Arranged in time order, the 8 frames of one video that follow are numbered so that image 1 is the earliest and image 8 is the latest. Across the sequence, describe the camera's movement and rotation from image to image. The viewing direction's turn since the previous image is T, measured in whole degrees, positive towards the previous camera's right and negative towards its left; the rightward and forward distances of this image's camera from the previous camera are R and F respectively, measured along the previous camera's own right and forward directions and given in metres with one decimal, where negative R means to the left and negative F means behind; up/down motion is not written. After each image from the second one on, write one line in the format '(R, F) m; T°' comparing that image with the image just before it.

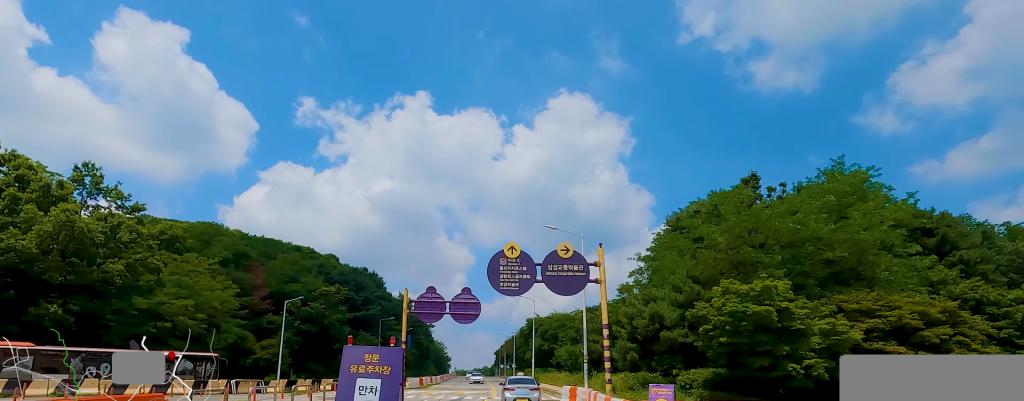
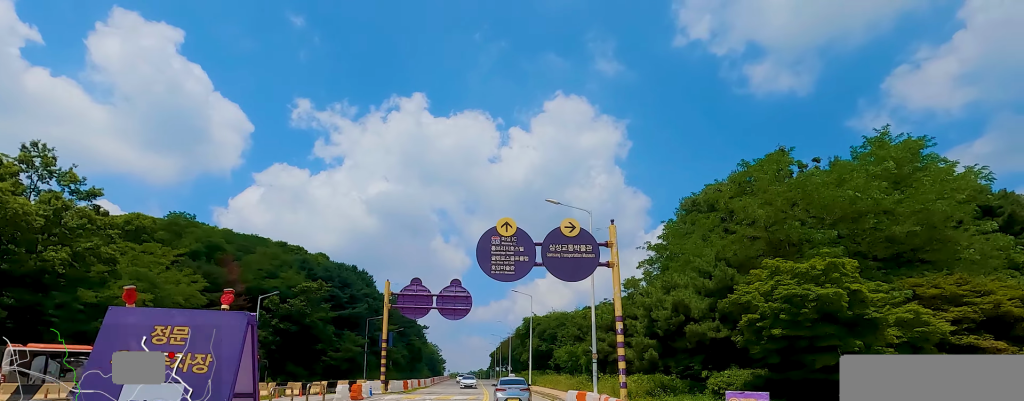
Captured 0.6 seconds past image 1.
(-0.4, +5.3) m; +1°
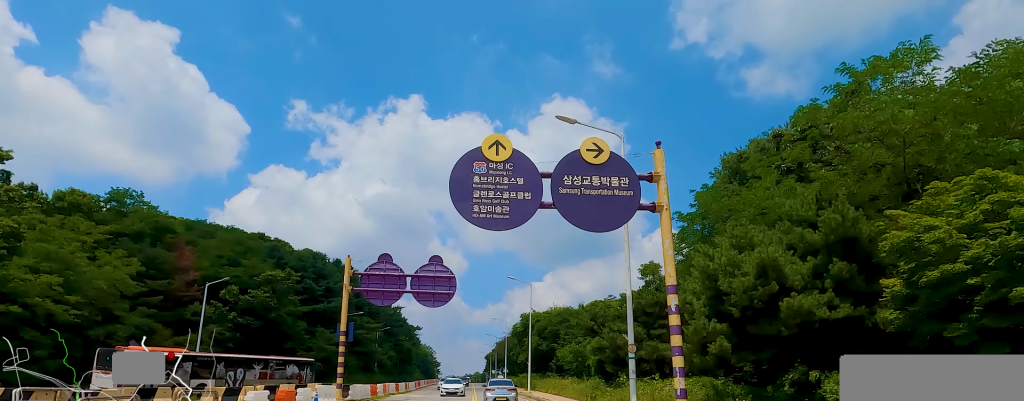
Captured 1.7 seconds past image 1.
(+0.8, +9.2) m; -1°
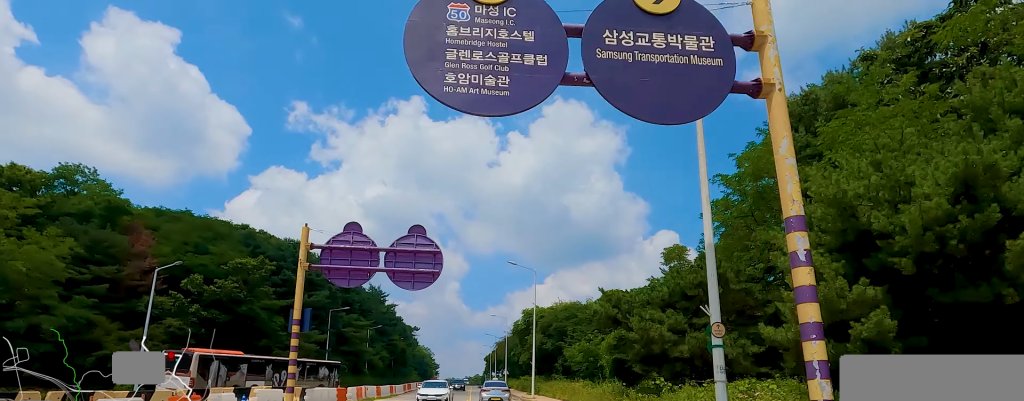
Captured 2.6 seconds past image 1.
(-1.1, +7.1) m; 0°
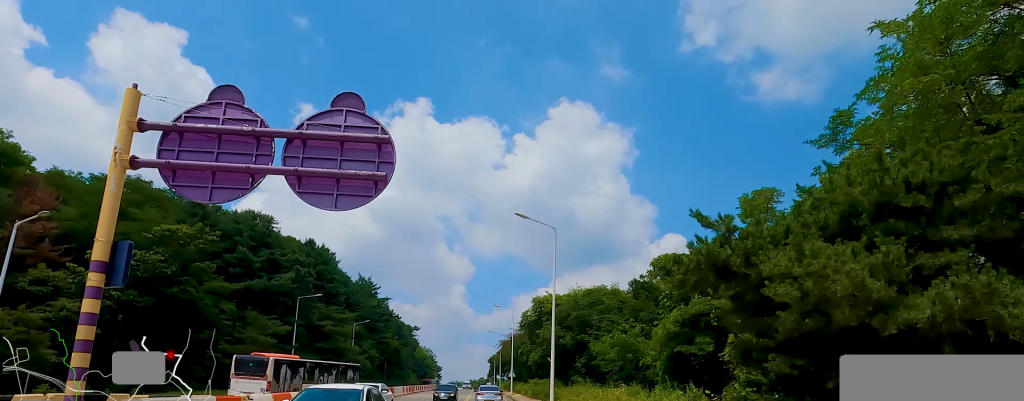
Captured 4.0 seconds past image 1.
(+0.6, +12.6) m; 0°
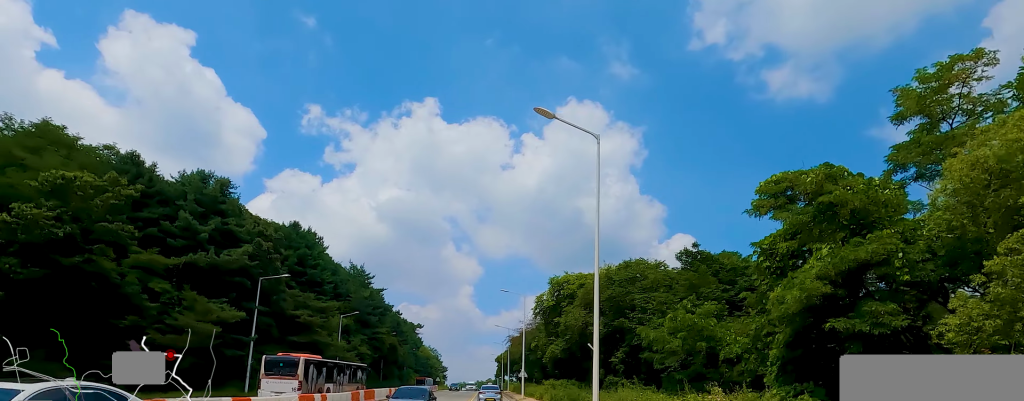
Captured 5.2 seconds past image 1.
(+0.3, +10.9) m; 0°
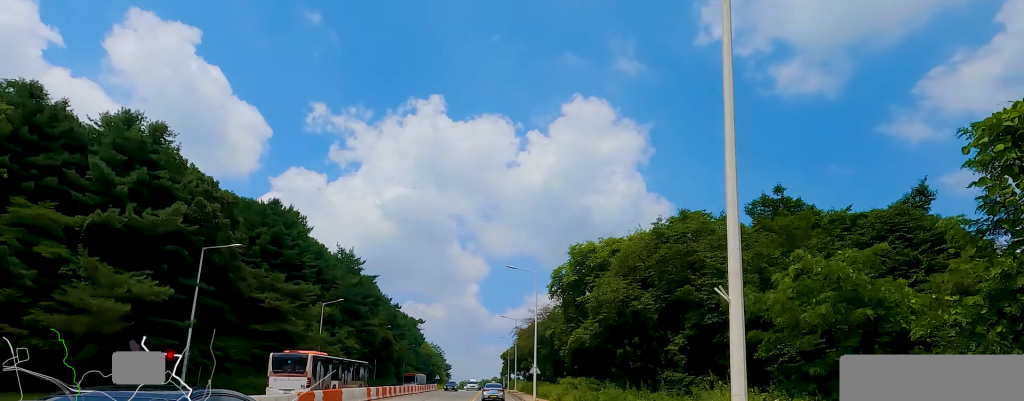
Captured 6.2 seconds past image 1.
(-0.7, +9.8) m; -1°
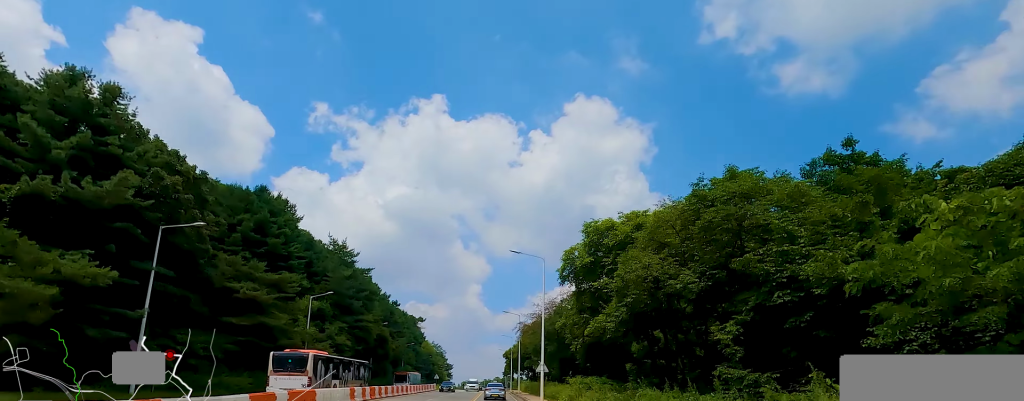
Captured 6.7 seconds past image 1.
(-0.1, +4.9) m; -1°
